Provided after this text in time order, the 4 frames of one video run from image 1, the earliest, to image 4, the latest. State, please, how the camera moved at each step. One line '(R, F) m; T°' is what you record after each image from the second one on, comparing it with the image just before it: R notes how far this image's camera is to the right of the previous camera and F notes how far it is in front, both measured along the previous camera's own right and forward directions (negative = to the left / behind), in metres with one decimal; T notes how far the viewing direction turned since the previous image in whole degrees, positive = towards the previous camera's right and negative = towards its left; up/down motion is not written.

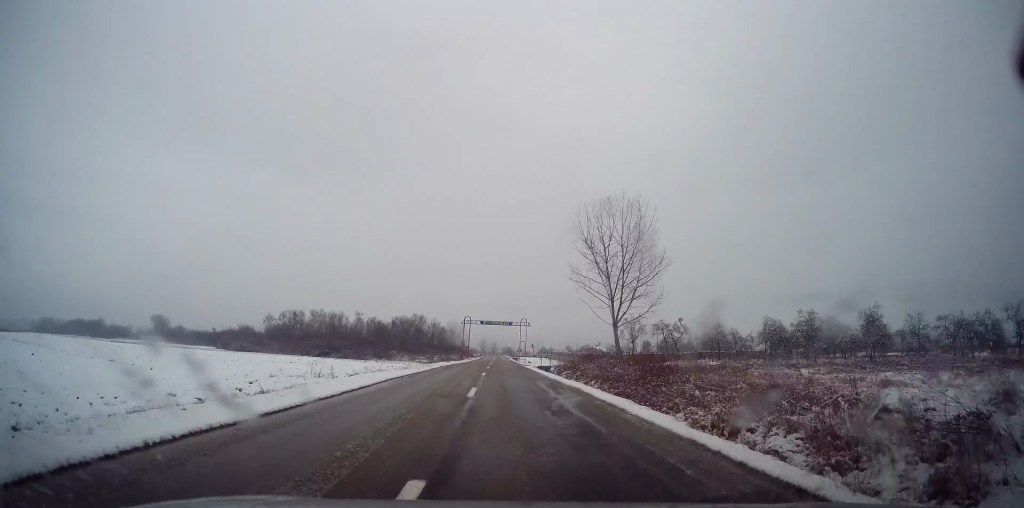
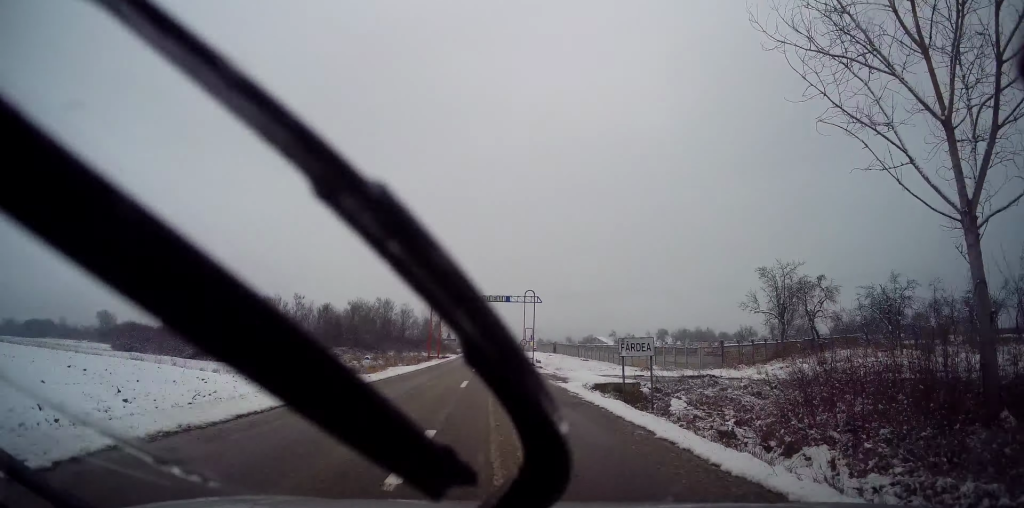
(+0.3, +32.1) m; +2°
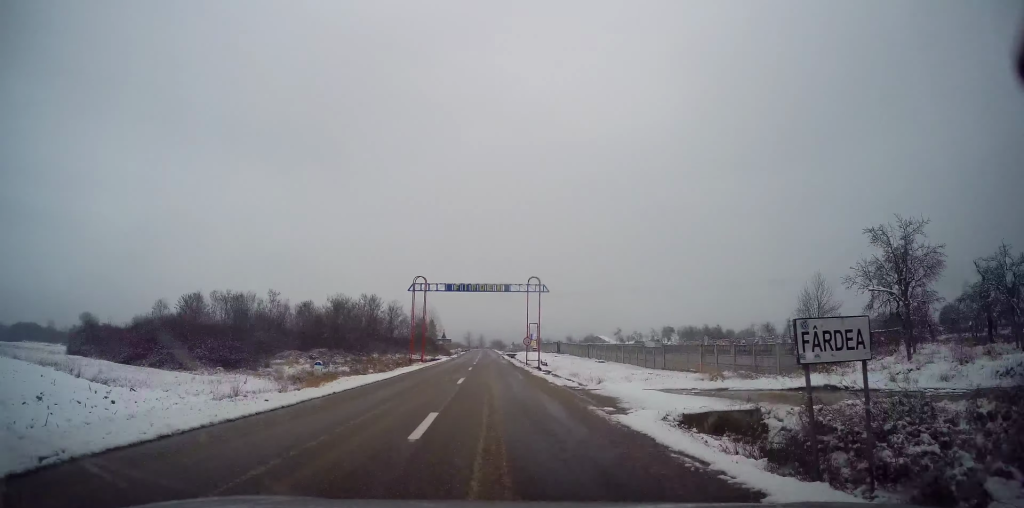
(+0.3, +9.2) m; 0°
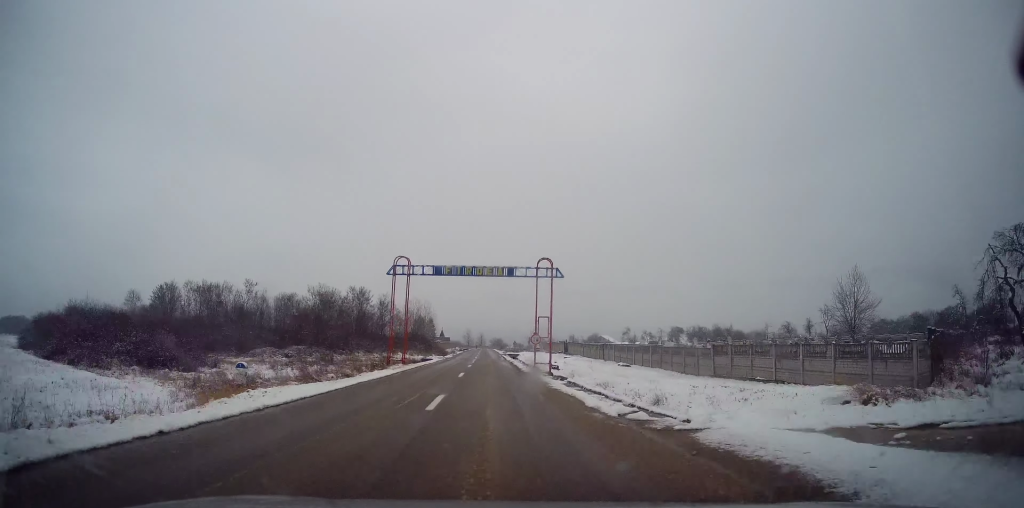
(-0.1, +8.2) m; -1°
